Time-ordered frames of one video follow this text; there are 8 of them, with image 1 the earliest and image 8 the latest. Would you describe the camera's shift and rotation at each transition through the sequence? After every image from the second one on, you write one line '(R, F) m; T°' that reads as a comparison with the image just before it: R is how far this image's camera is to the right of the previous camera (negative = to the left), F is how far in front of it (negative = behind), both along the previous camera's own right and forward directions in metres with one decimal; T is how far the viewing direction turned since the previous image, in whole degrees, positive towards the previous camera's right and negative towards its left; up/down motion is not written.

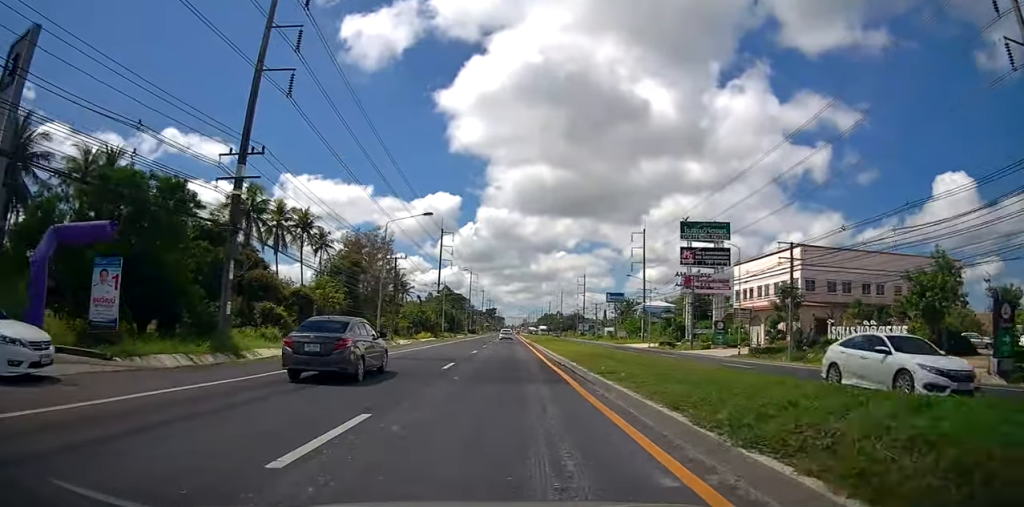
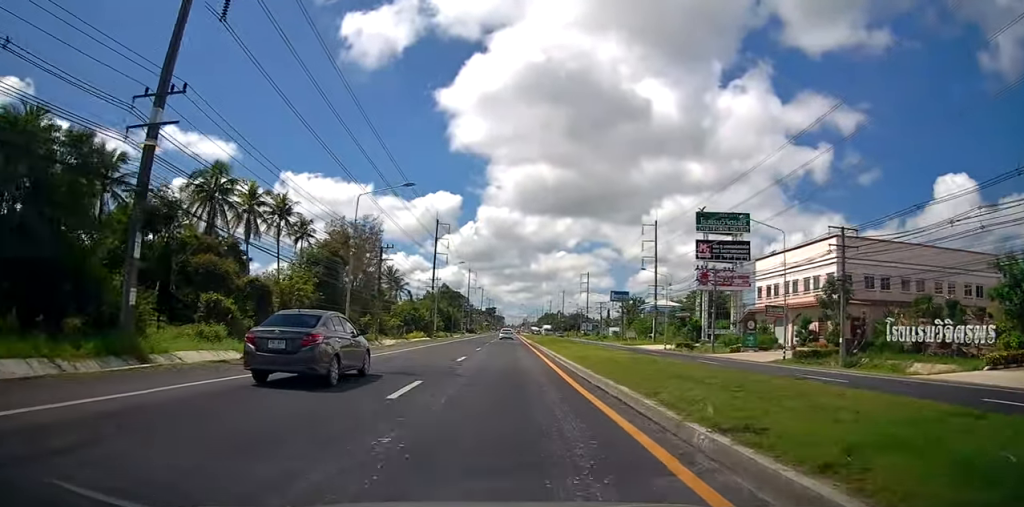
(-0.2, +7.8) m; 0°
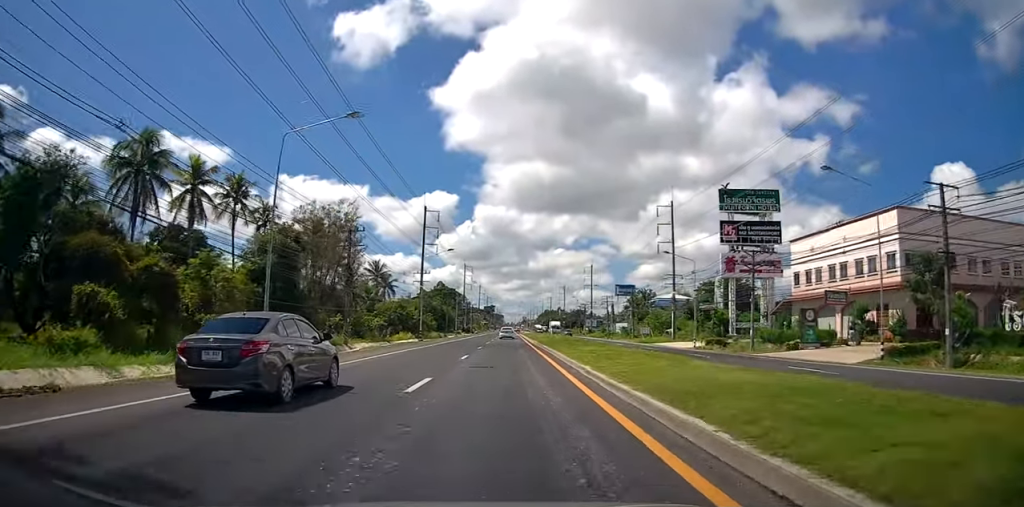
(+0.3, +10.7) m; +1°
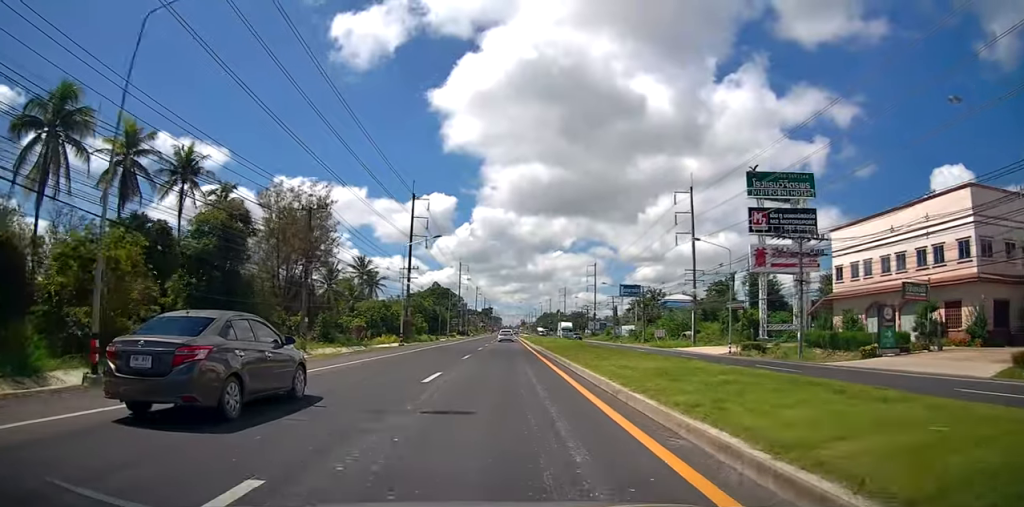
(+0.1, +9.6) m; 0°
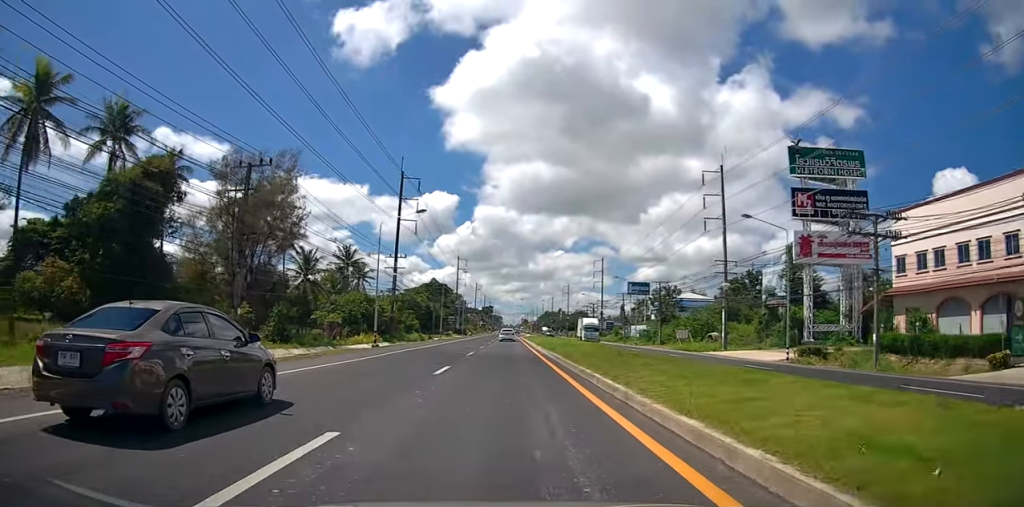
(-0.1, +9.8) m; 0°
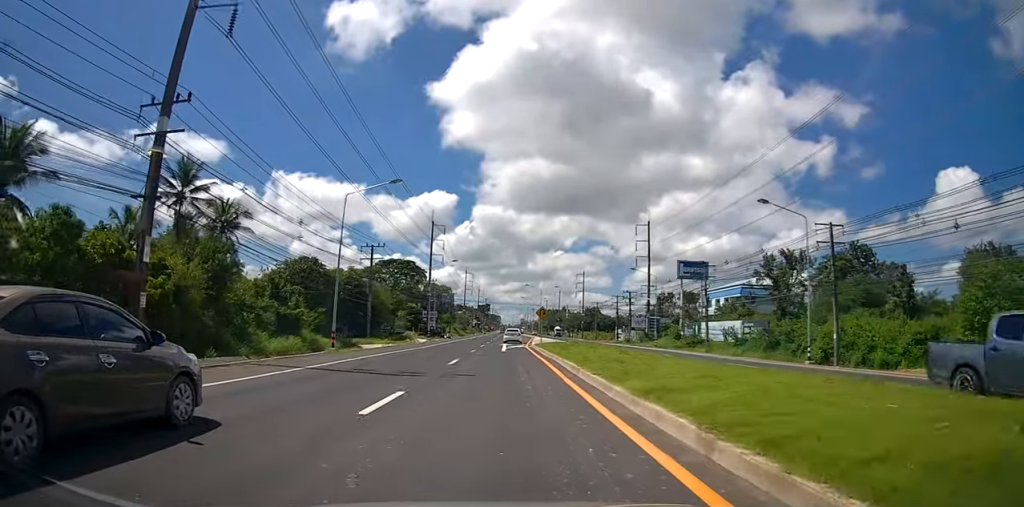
(-0.5, +46.7) m; -1°
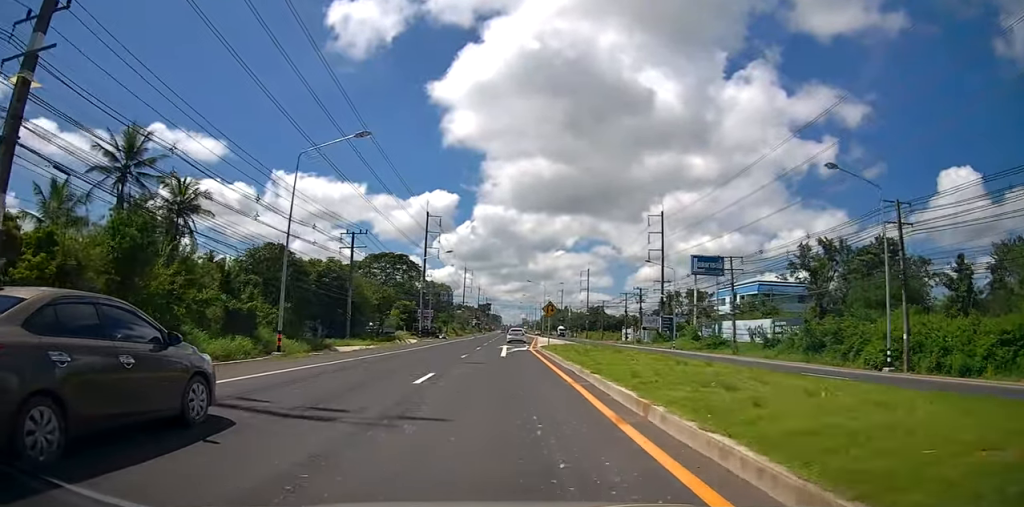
(0.0, +7.6) m; 0°
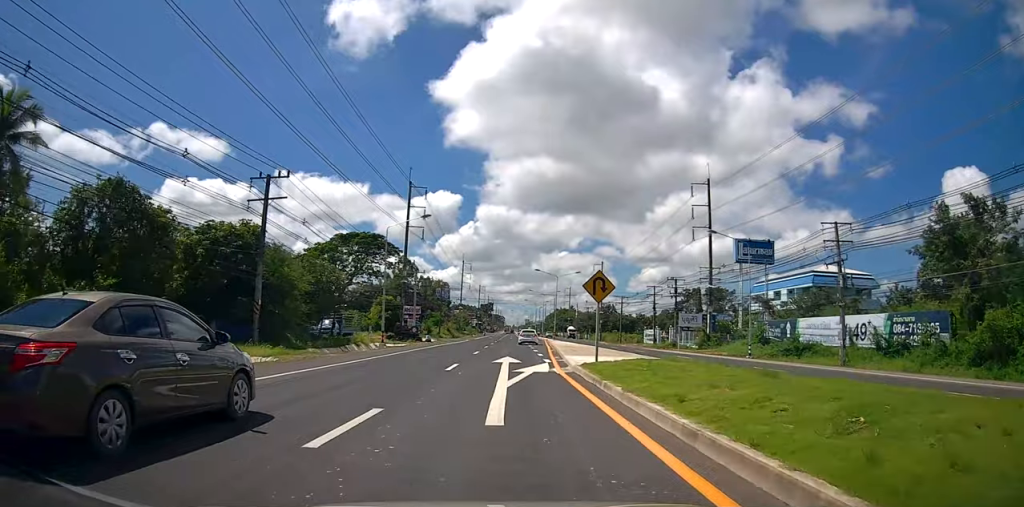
(0.0, +18.9) m; 0°
